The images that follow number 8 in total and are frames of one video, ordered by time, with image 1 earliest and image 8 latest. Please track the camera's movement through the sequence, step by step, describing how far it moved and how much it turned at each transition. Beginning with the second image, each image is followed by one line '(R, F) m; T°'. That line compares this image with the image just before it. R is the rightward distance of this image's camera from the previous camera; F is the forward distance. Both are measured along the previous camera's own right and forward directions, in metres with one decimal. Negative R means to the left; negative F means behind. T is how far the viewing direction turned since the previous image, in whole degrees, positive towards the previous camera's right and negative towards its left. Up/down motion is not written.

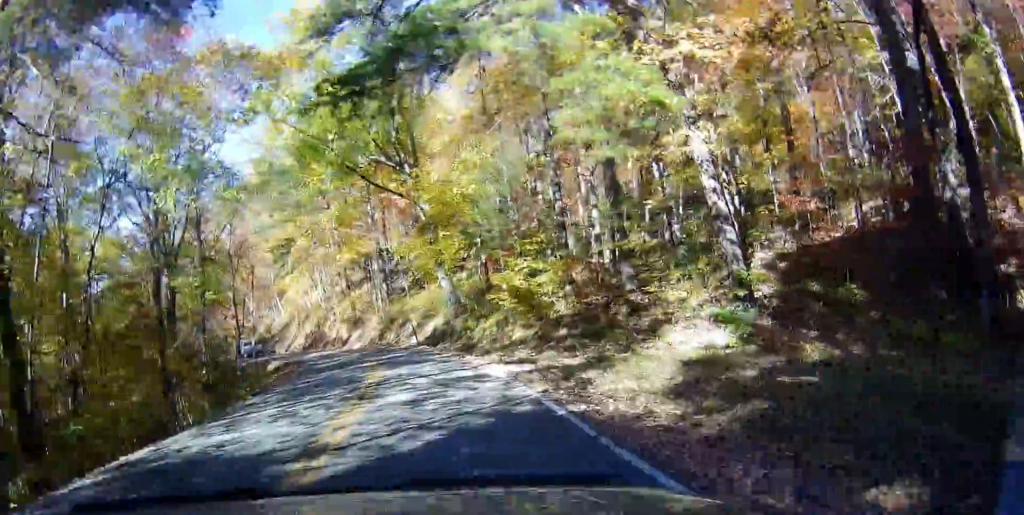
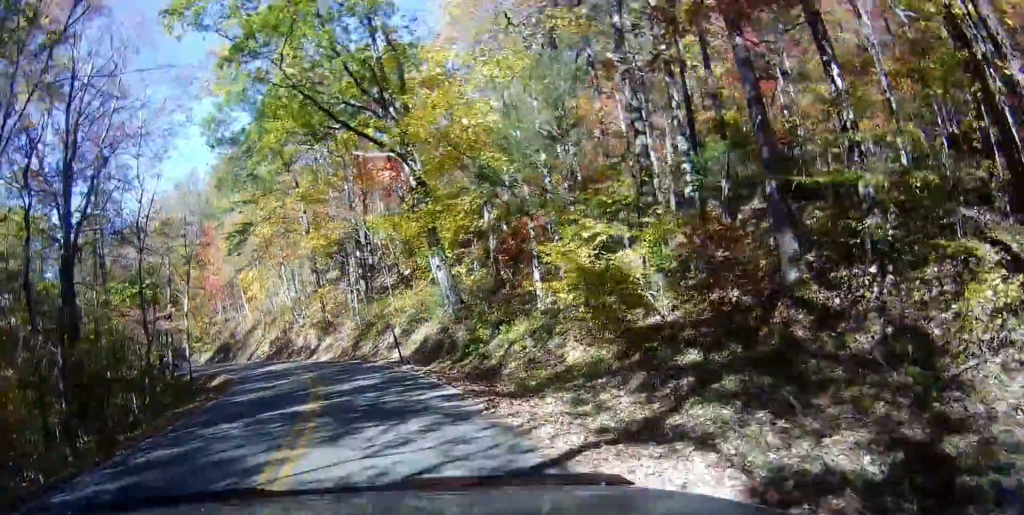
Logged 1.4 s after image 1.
(+0.4, +5.8) m; +17°
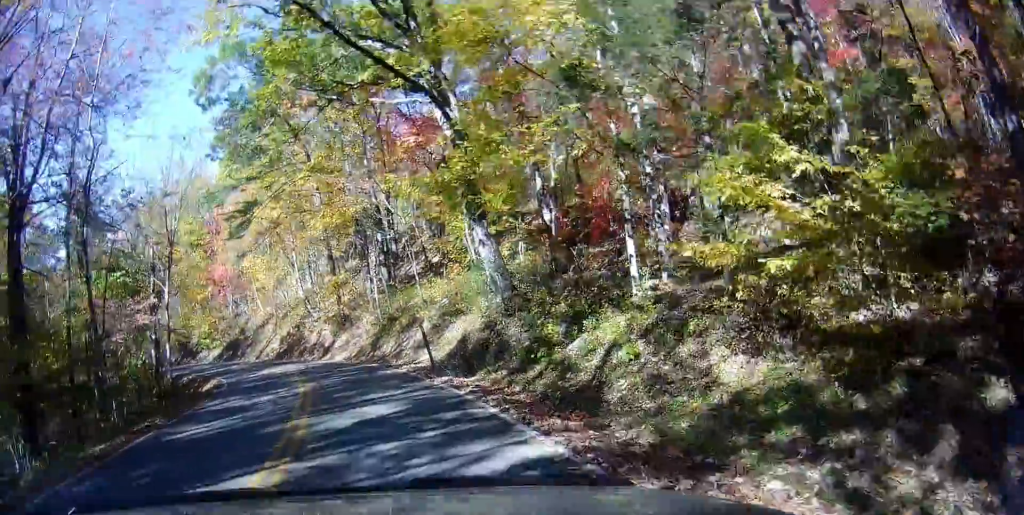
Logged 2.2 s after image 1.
(+0.6, +3.0) m; +8°
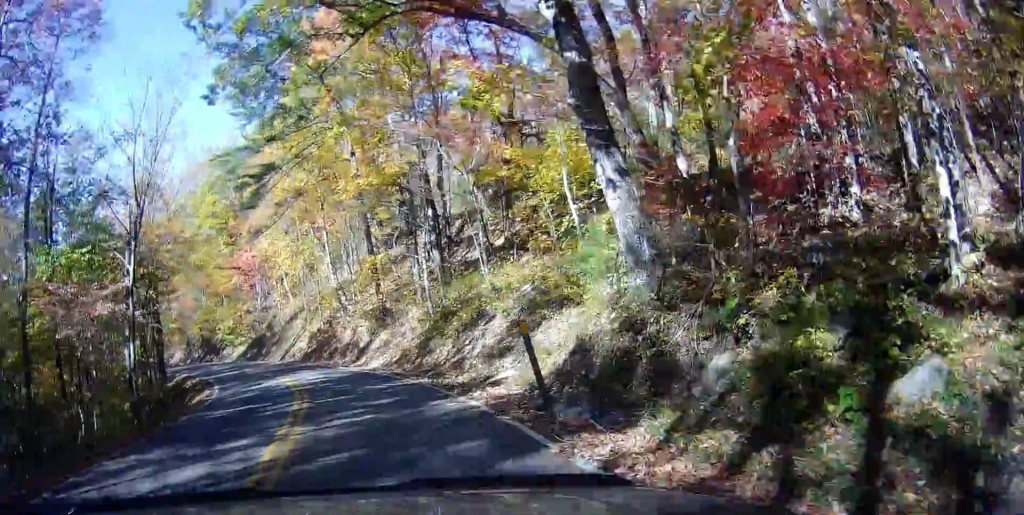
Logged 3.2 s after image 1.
(-0.2, +4.3) m; -12°
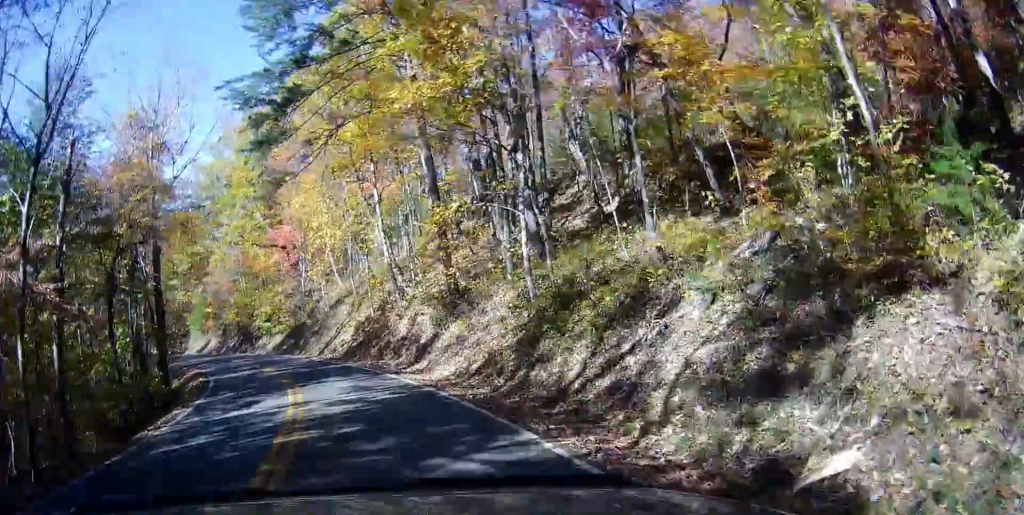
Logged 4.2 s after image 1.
(-0.8, +5.1) m; -11°
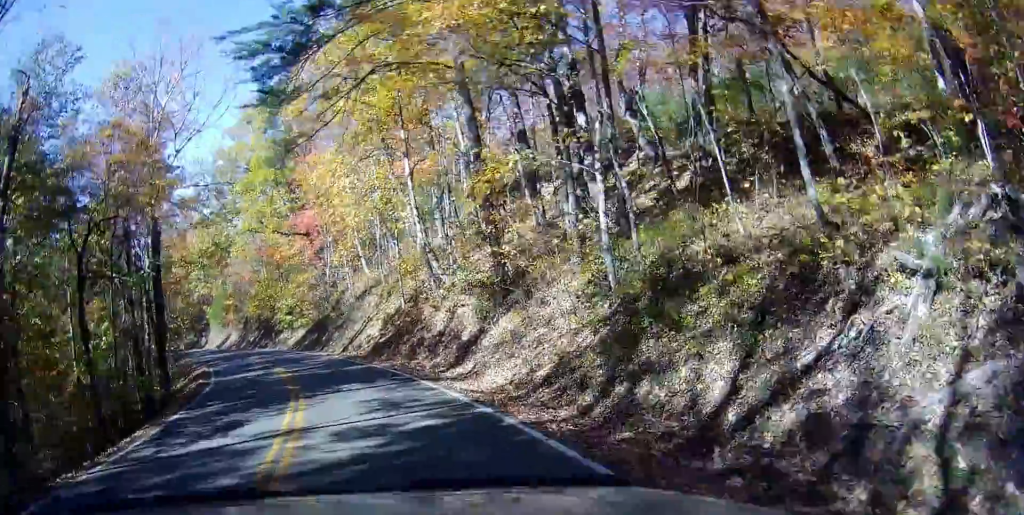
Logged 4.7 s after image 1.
(-0.1, +2.6) m; 0°
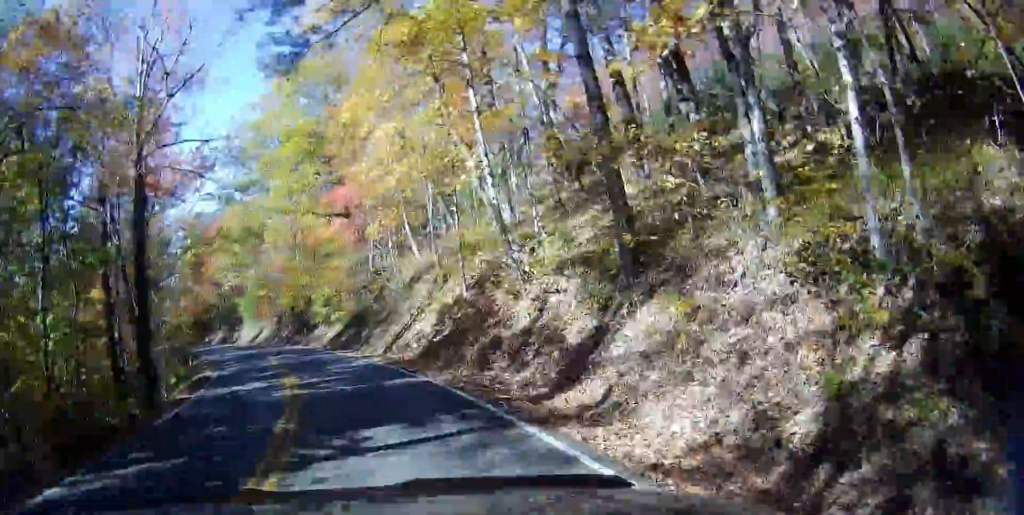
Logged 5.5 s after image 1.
(-0.1, +4.5) m; -1°
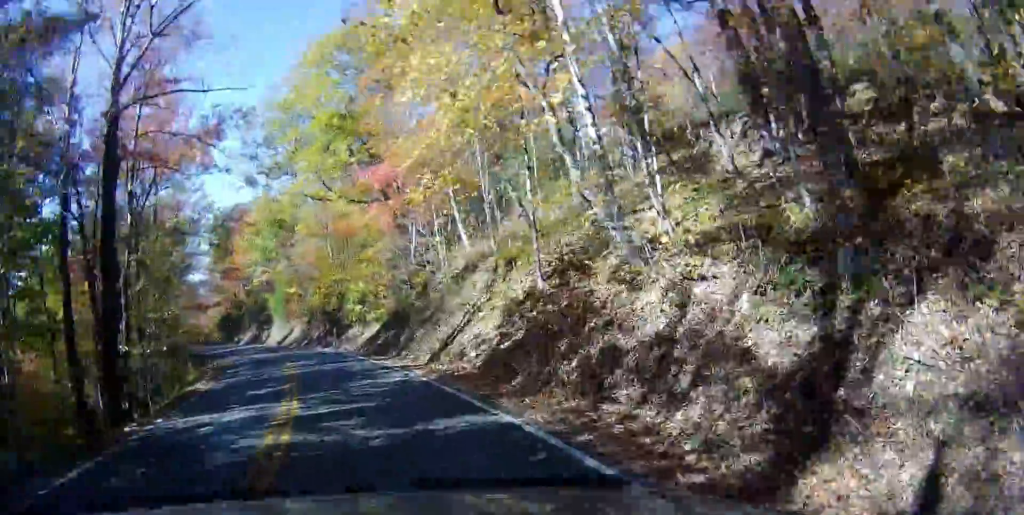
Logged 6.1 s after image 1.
(+0.1, +3.8) m; -1°
